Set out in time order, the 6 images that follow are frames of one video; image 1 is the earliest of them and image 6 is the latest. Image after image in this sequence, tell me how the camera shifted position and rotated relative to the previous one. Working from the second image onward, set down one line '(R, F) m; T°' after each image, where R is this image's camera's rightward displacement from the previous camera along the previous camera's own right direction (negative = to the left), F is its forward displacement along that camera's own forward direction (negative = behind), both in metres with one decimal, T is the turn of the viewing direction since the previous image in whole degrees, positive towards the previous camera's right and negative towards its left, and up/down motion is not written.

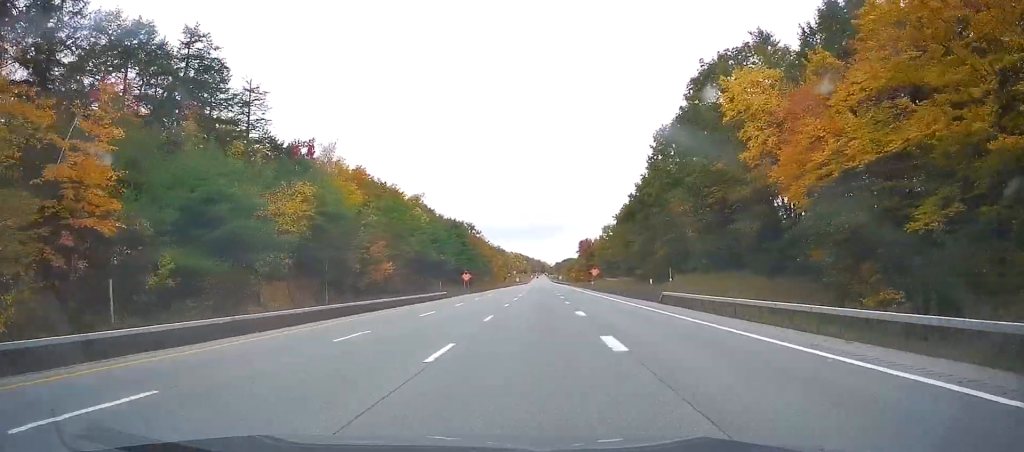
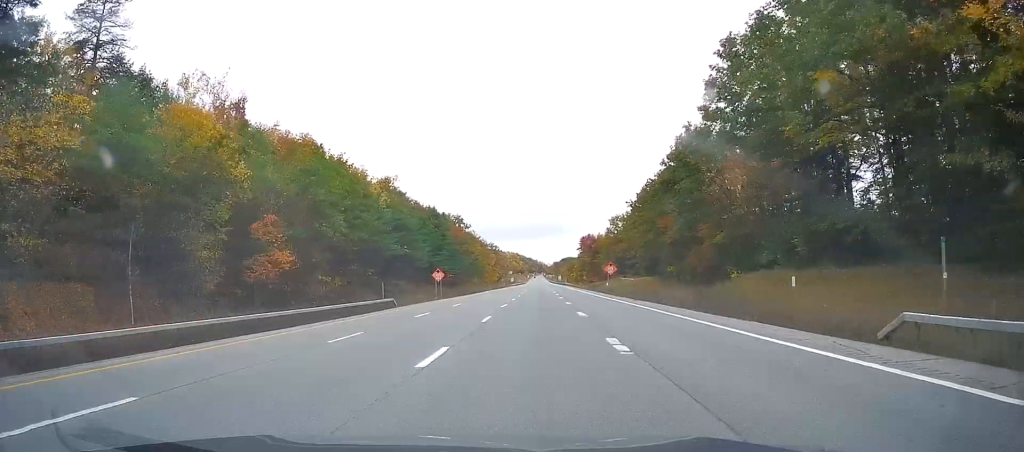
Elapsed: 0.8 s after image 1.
(-0.3, +24.8) m; 0°
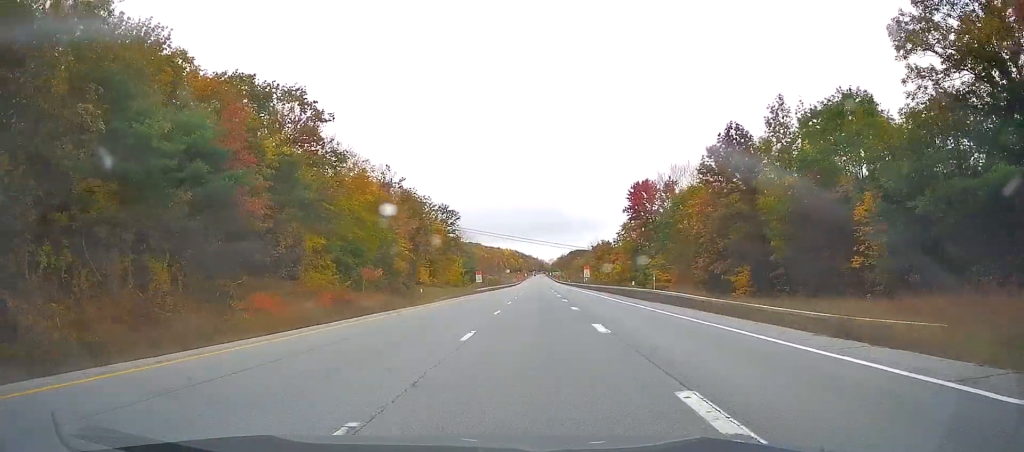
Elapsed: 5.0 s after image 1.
(+0.7, +129.1) m; 0°
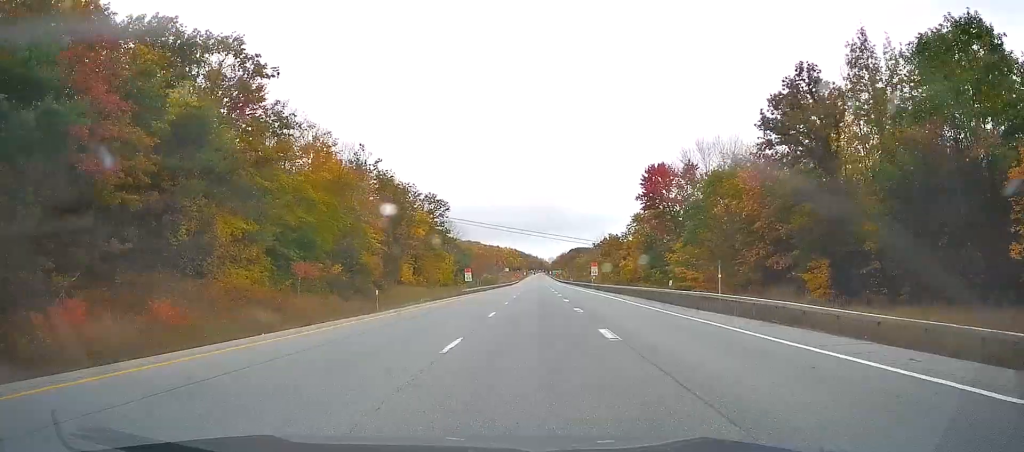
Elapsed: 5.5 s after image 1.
(-0.3, +14.8) m; 0°
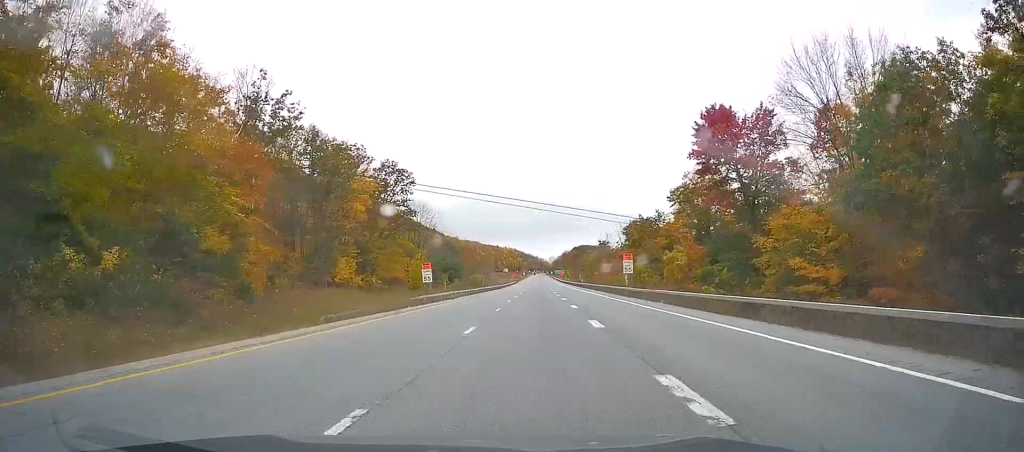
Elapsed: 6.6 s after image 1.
(+0.6, +32.8) m; 0°
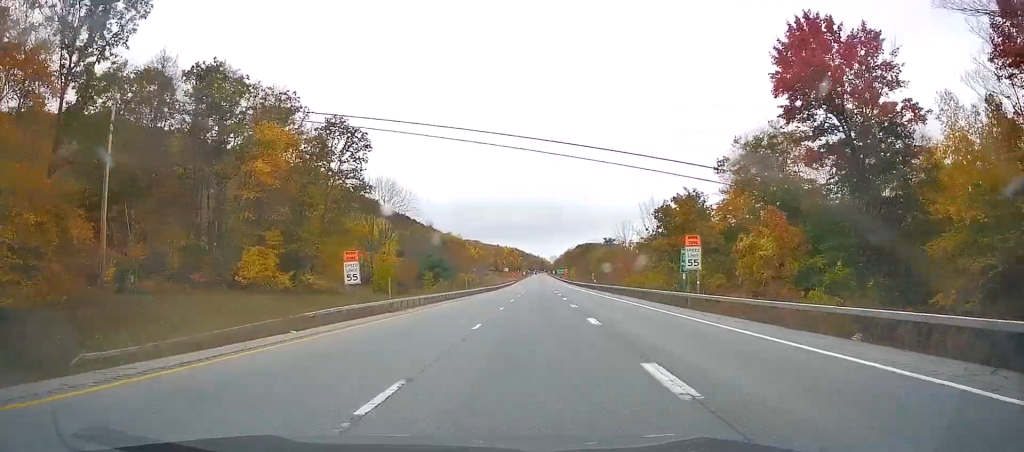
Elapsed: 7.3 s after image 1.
(-0.2, +23.1) m; 0°
